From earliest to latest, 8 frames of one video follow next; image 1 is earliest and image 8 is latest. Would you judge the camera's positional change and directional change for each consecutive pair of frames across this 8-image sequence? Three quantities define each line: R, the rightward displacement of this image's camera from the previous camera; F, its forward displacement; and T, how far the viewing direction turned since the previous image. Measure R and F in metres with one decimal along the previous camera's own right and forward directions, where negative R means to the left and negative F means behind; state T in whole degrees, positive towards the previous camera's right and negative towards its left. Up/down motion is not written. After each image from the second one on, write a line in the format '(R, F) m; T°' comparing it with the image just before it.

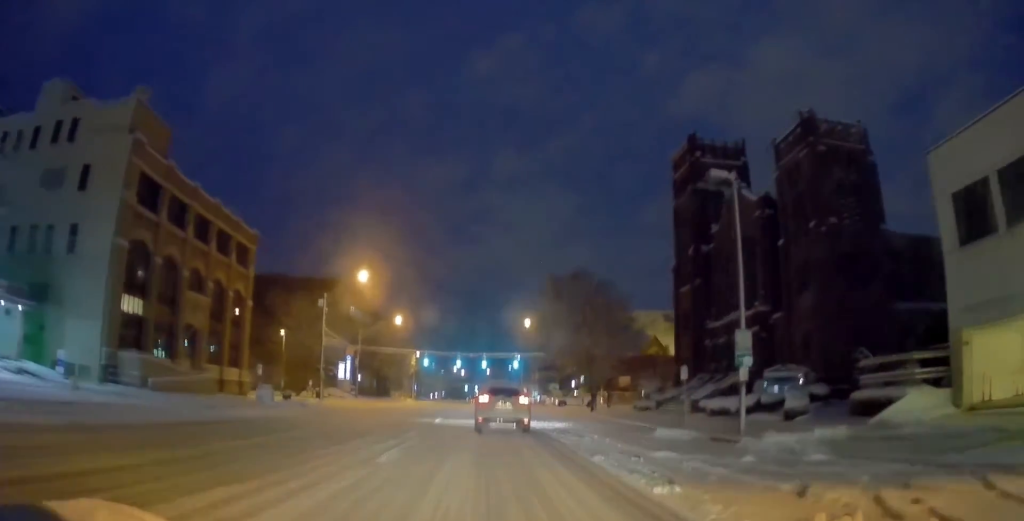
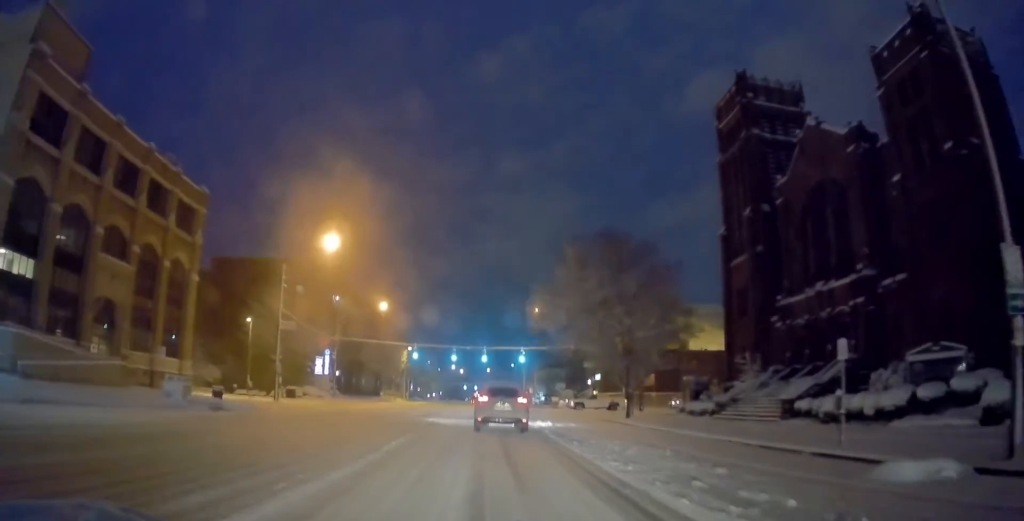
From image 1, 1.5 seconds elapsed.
(+0.7, +12.1) m; +1°
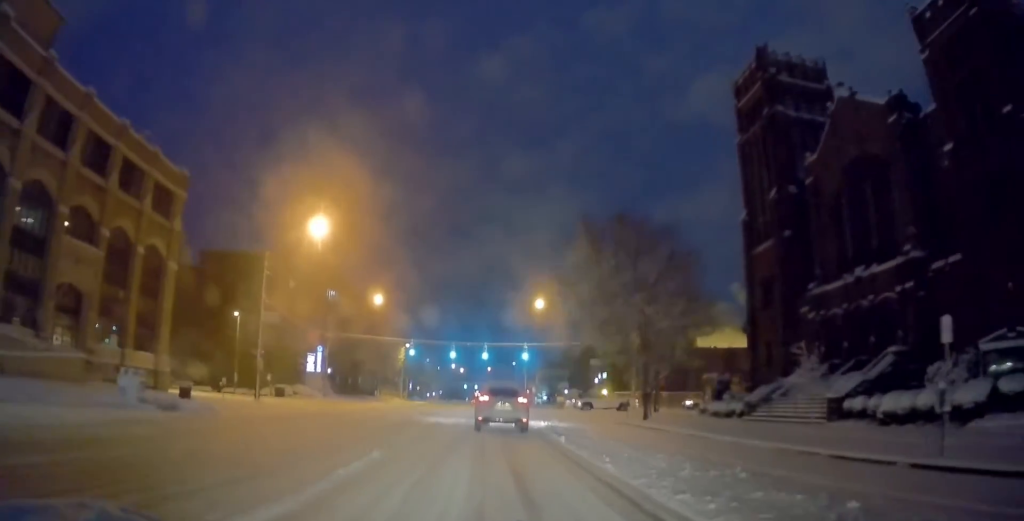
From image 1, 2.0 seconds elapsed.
(-0.2, +4.0) m; -2°
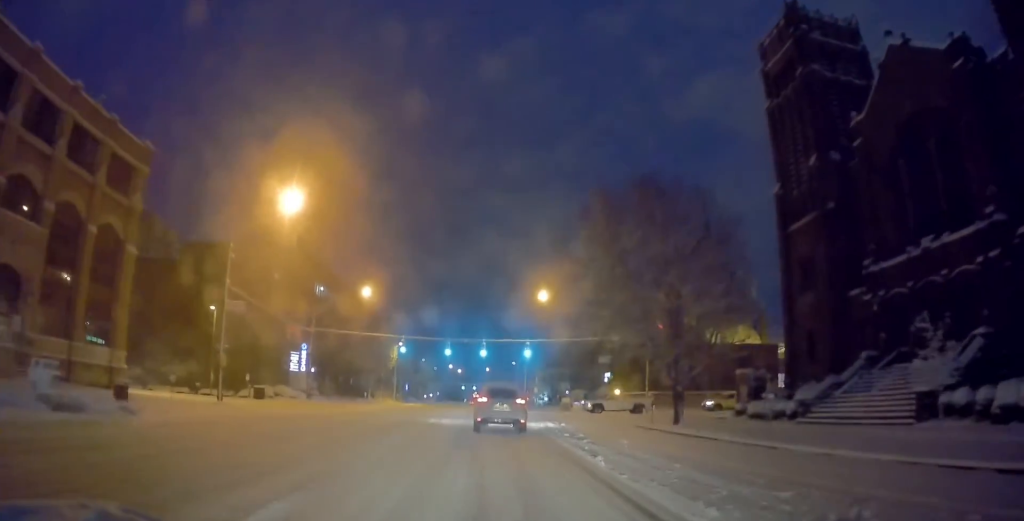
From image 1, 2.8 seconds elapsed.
(-0.1, +5.7) m; -1°
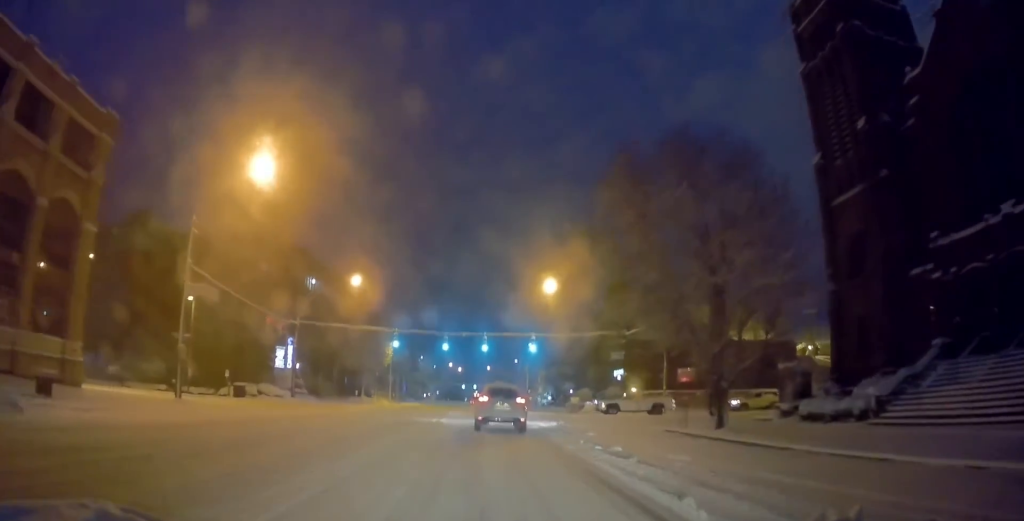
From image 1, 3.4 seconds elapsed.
(0.0, +5.2) m; -1°
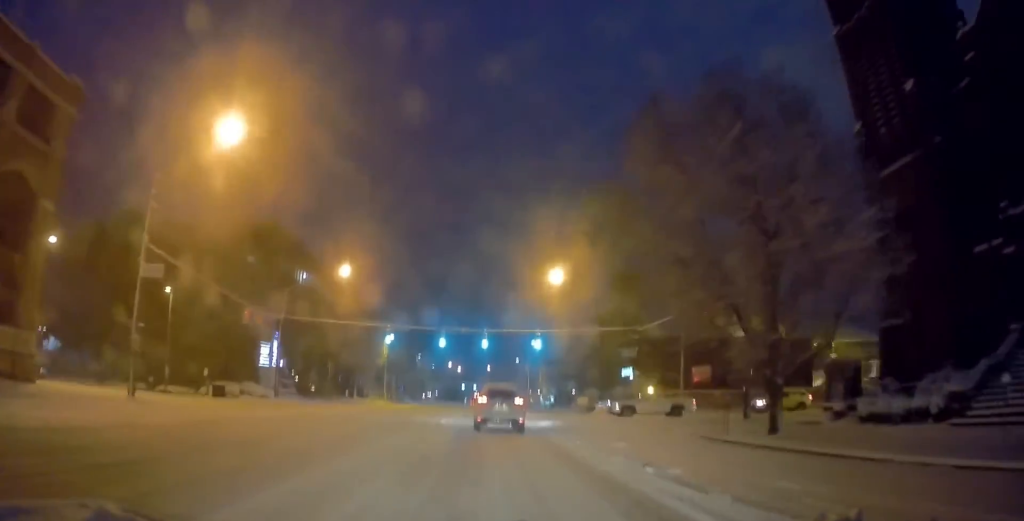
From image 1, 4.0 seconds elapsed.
(0.0, +4.4) m; -2°
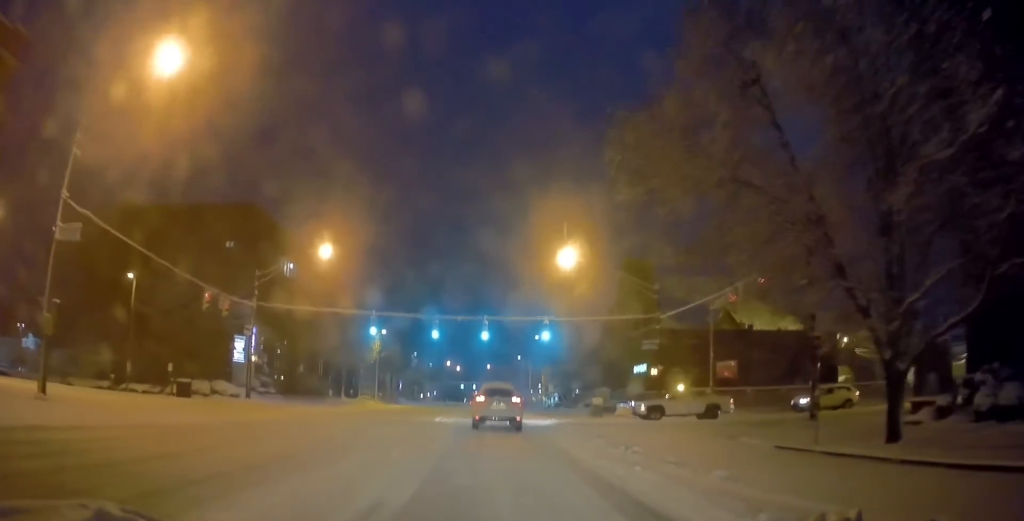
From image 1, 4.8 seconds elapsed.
(-0.2, +6.3) m; -1°
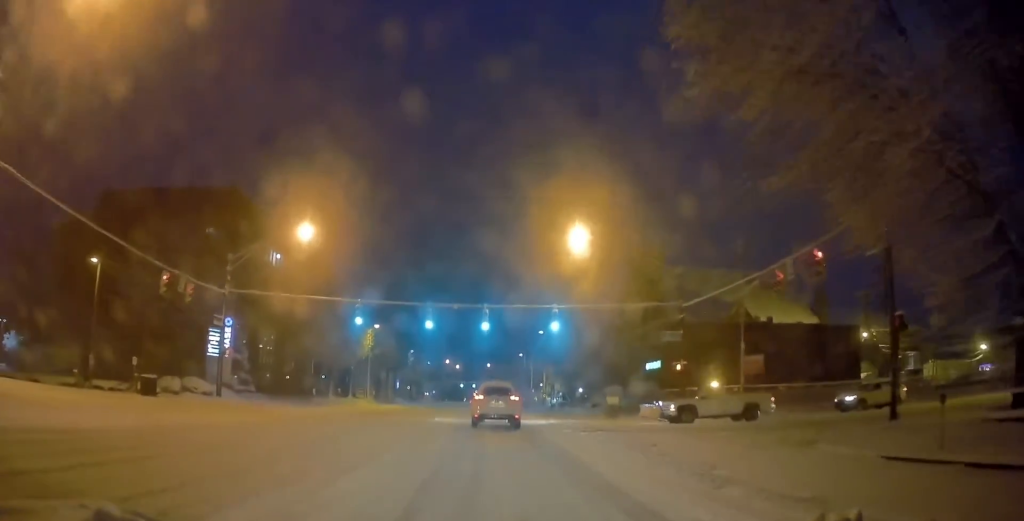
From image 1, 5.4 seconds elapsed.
(-0.1, +5.0) m; 0°
